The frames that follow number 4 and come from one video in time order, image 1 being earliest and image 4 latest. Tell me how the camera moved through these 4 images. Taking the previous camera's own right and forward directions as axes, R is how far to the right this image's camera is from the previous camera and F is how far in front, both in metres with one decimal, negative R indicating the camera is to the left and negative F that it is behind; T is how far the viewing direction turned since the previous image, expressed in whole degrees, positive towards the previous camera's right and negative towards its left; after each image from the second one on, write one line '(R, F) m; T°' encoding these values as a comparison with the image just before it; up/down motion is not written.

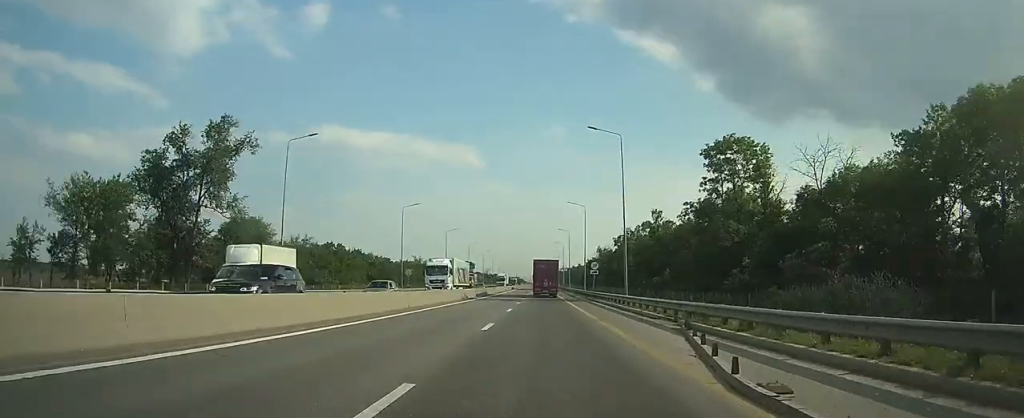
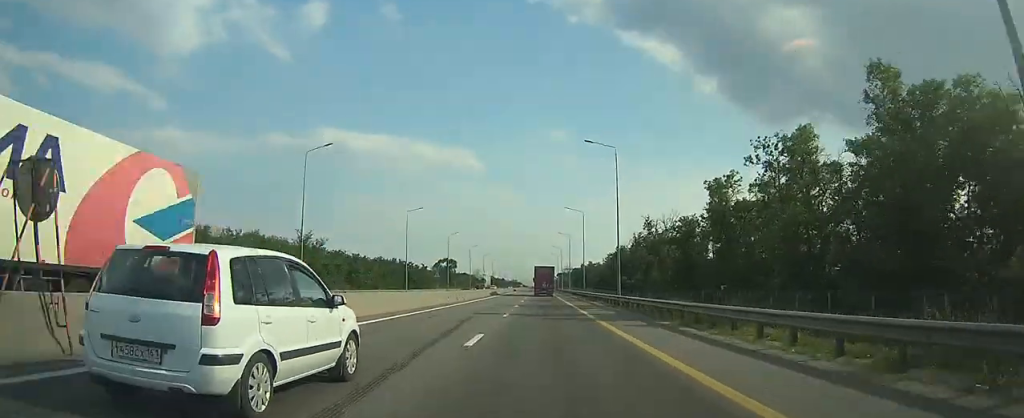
(+0.4, +75.3) m; 0°
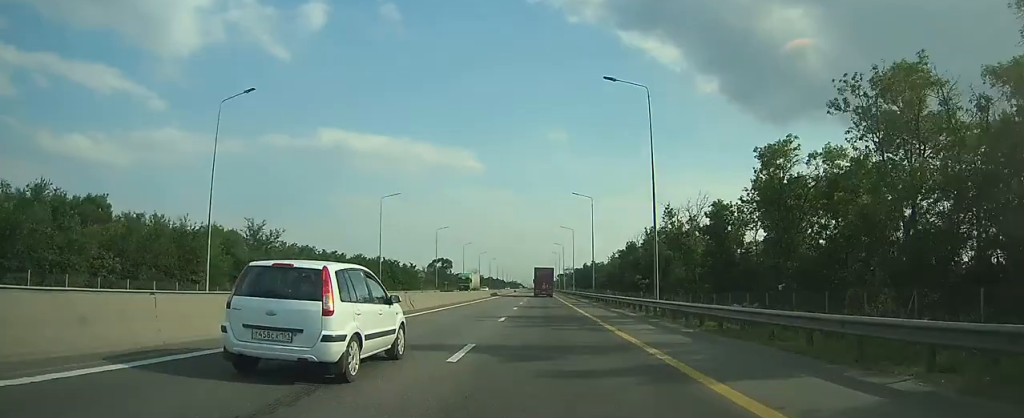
(0.0, +14.4) m; 0°
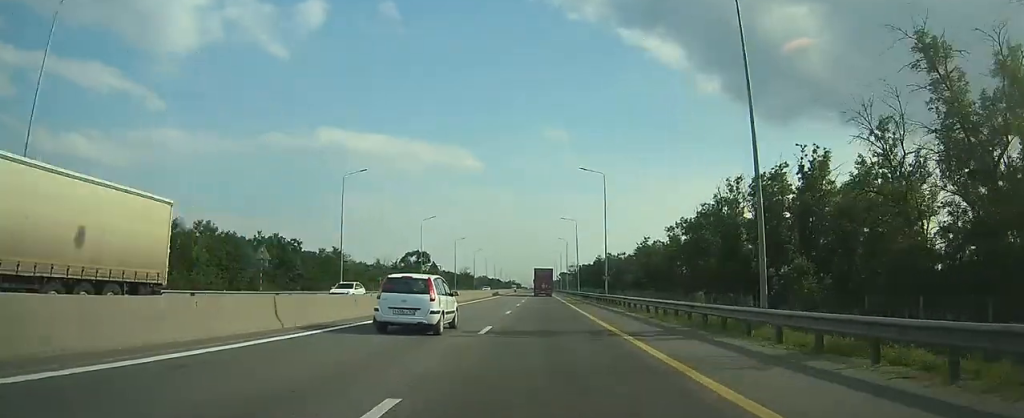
(+0.1, +53.5) m; 0°
